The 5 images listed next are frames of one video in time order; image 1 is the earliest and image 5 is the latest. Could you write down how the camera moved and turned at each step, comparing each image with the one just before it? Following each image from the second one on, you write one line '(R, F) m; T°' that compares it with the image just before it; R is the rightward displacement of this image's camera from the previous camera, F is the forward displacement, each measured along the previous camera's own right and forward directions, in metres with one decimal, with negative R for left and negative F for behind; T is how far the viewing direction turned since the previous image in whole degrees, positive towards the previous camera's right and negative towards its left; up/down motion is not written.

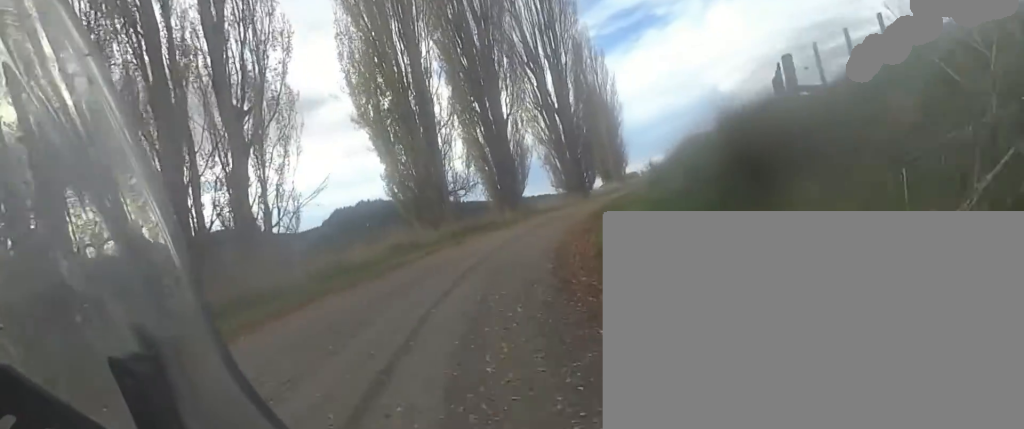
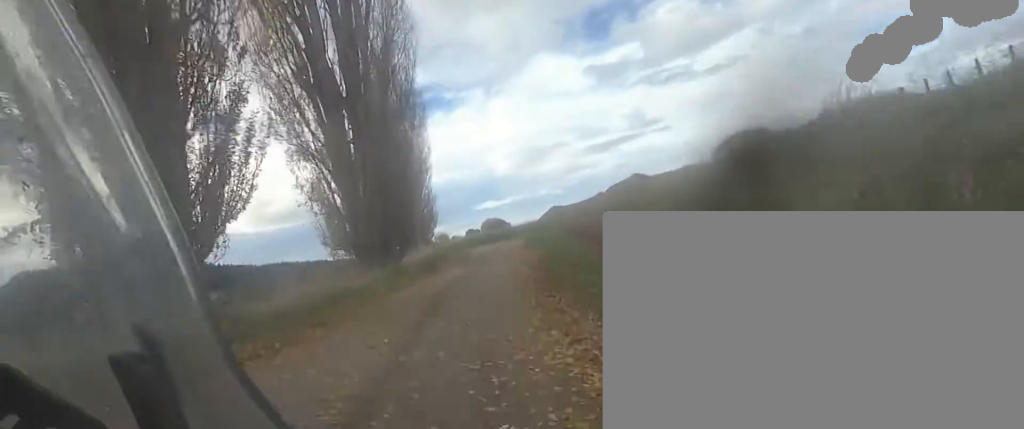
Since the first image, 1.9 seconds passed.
(+5.6, +20.3) m; +29°
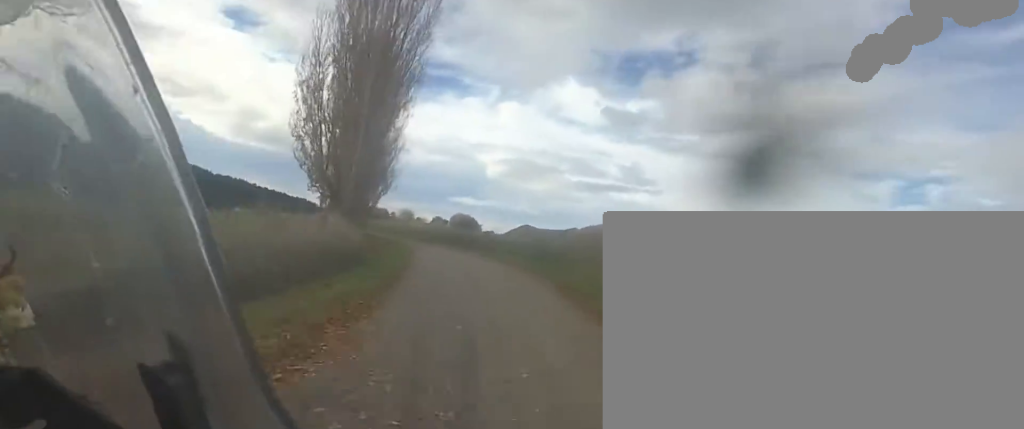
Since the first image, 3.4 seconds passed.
(+1.1, +20.2) m; 0°
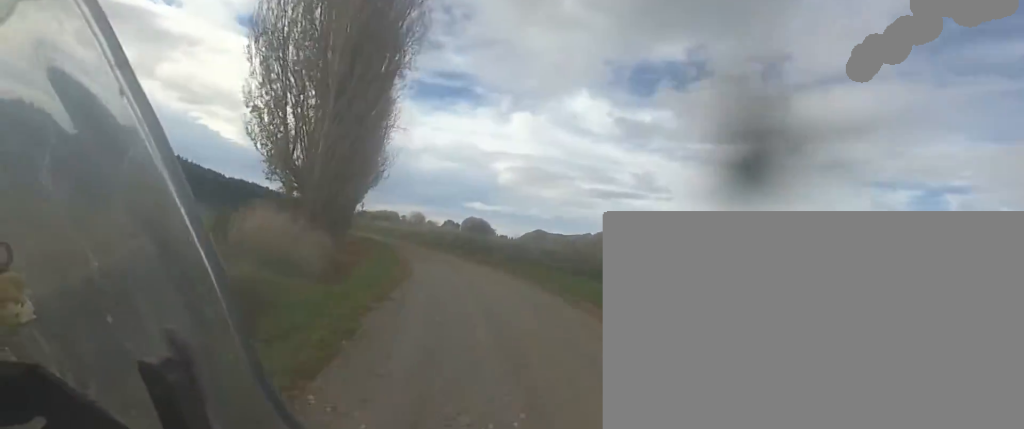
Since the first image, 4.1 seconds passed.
(+0.1, +9.4) m; -5°
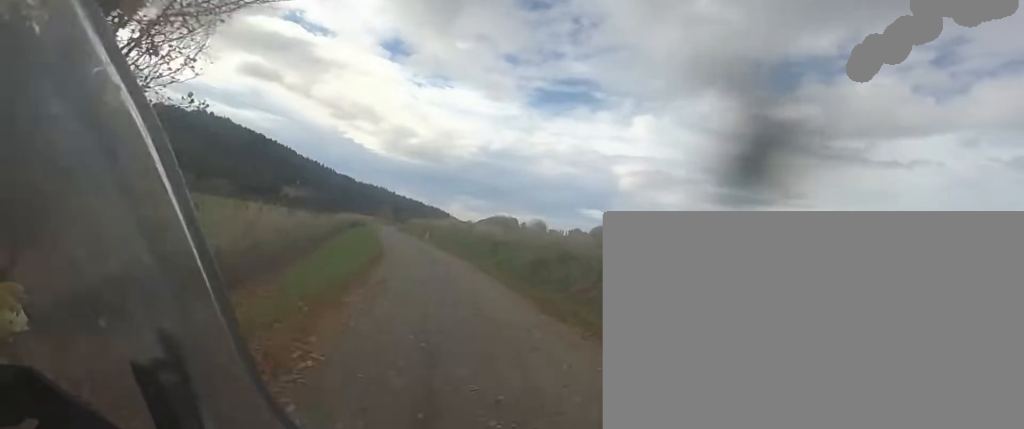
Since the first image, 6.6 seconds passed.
(-5.2, +36.8) m; -14°
